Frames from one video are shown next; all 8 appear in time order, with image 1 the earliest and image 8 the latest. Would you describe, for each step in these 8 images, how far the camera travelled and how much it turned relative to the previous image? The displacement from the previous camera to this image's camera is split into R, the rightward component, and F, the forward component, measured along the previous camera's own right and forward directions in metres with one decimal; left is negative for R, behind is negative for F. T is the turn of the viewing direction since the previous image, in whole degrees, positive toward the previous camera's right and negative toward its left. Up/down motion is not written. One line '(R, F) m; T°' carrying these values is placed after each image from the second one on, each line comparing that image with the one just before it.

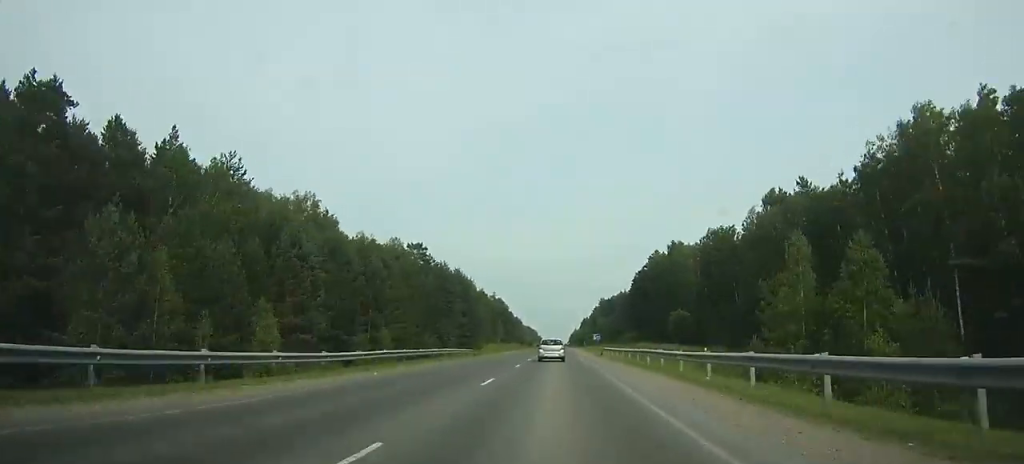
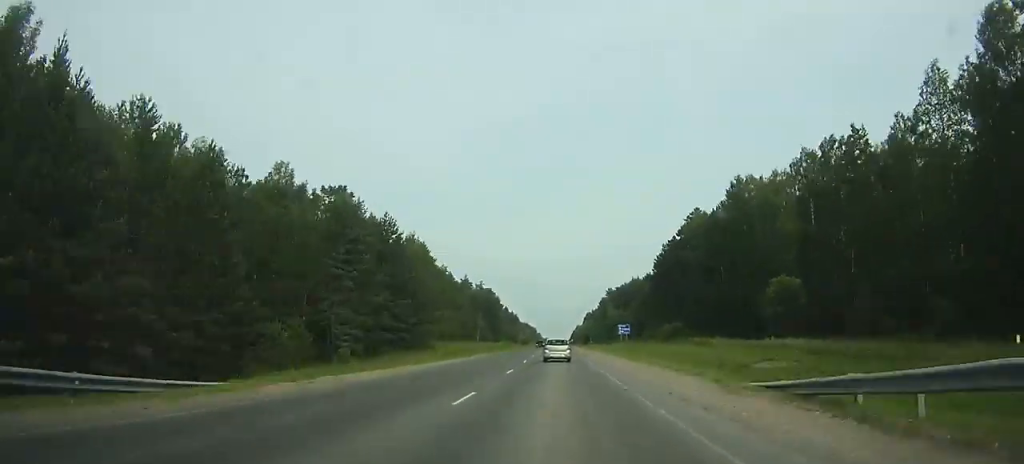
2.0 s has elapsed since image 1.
(+1.8, +45.8) m; 0°
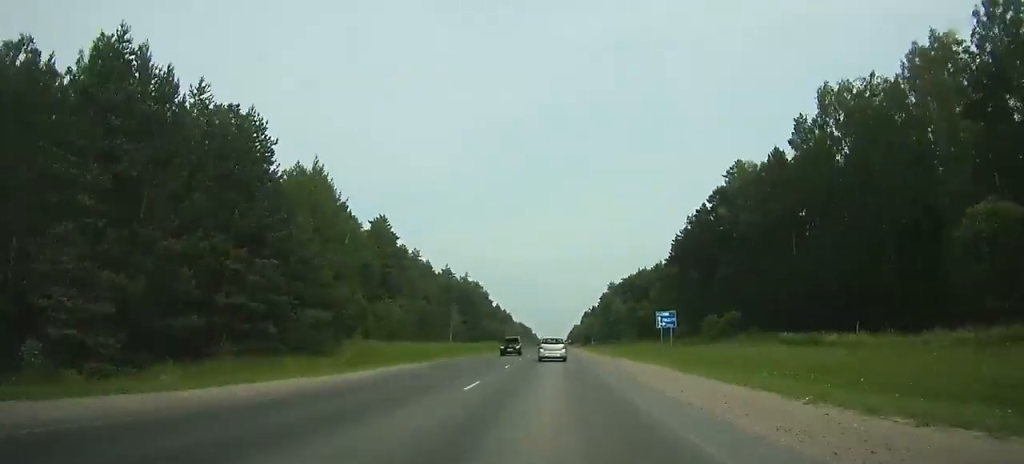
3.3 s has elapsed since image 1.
(0.0, +30.5) m; -1°
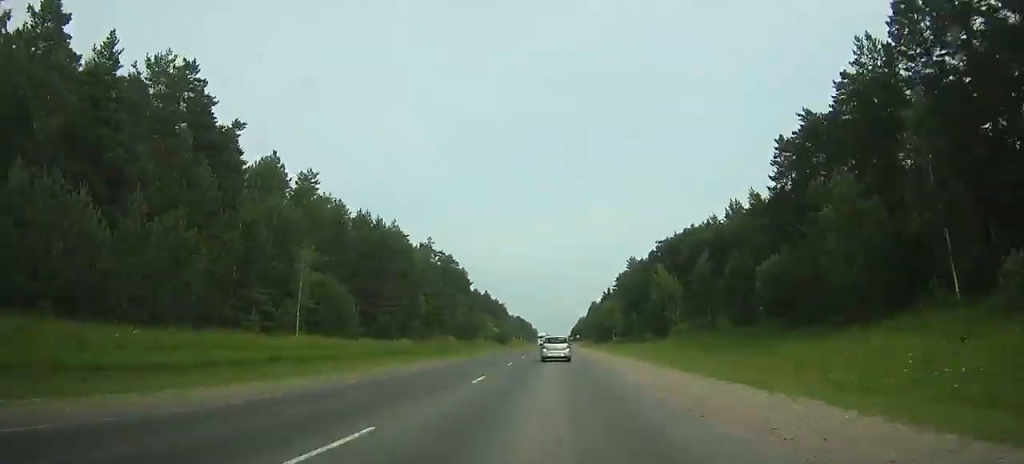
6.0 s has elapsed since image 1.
(-1.8, +65.8) m; -3°
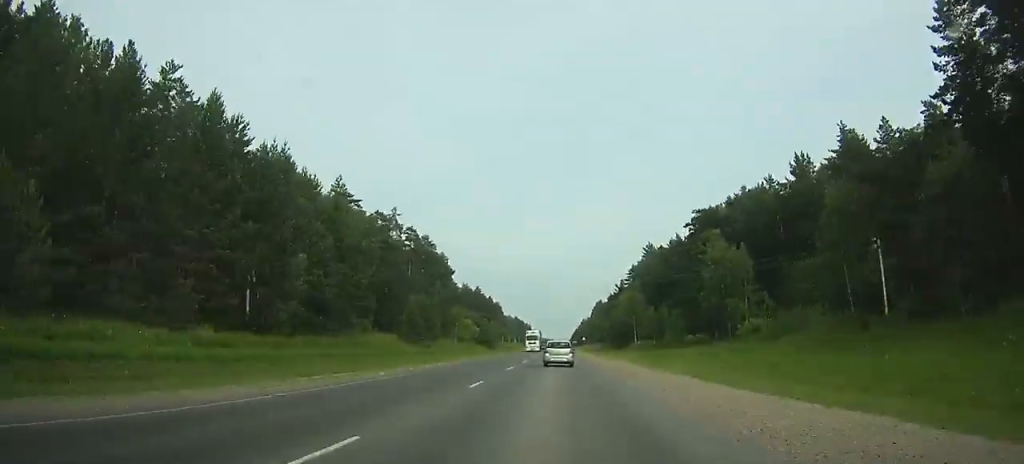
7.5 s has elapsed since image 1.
(-1.3, +40.7) m; 0°
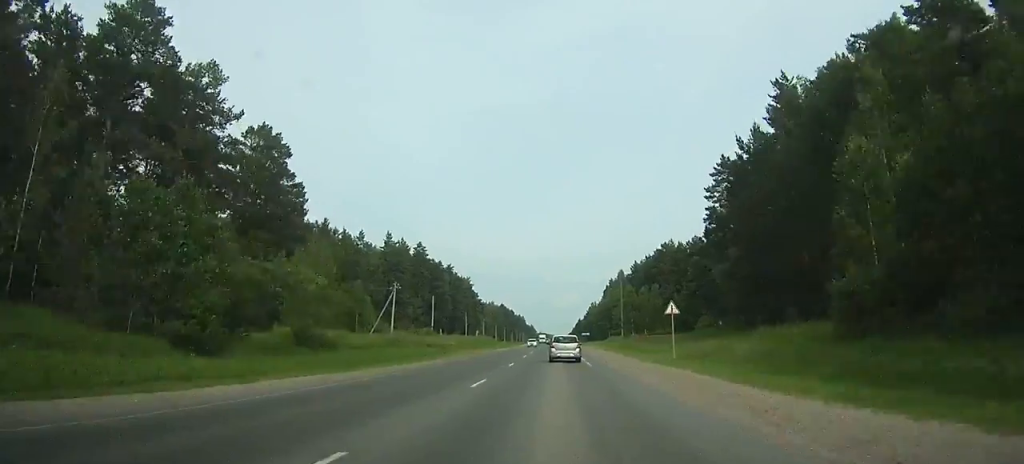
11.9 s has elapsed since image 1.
(+1.2, +116.9) m; +2°
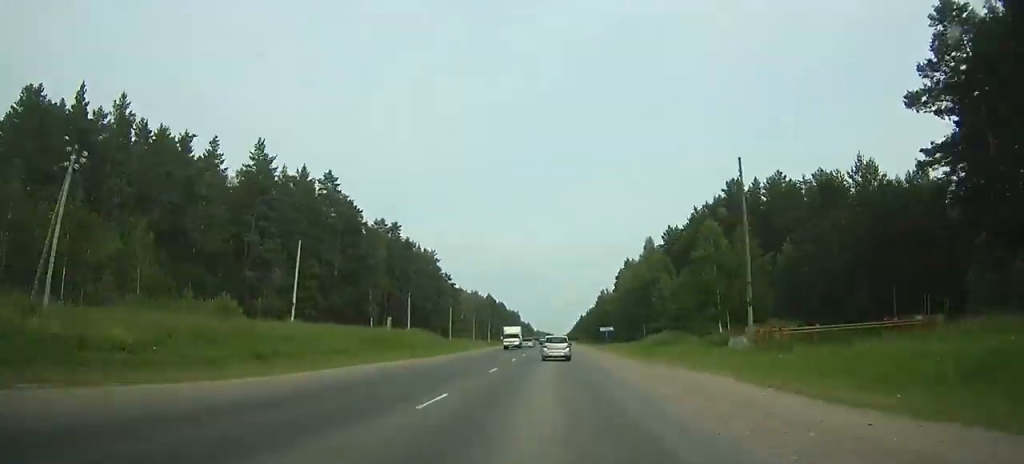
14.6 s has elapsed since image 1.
(+0.9, +66.8) m; 0°
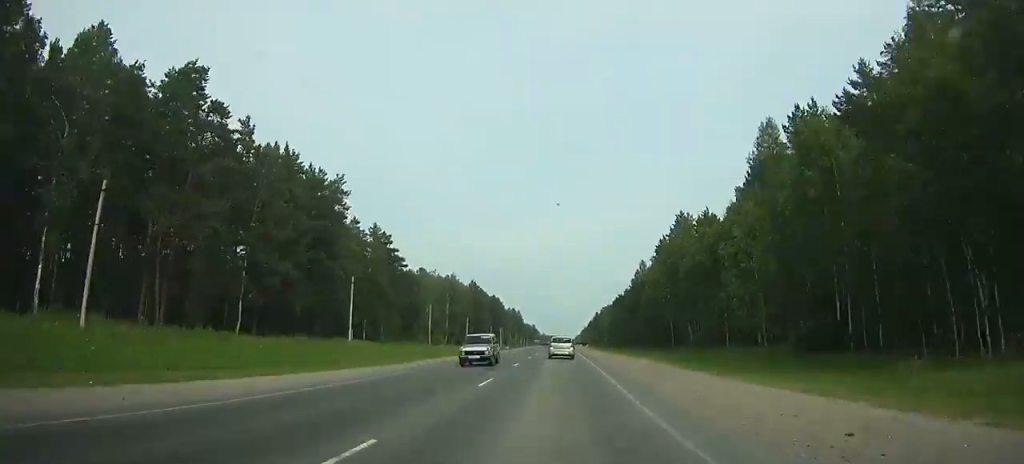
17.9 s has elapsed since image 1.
(-0.3, +78.4) m; 0°
